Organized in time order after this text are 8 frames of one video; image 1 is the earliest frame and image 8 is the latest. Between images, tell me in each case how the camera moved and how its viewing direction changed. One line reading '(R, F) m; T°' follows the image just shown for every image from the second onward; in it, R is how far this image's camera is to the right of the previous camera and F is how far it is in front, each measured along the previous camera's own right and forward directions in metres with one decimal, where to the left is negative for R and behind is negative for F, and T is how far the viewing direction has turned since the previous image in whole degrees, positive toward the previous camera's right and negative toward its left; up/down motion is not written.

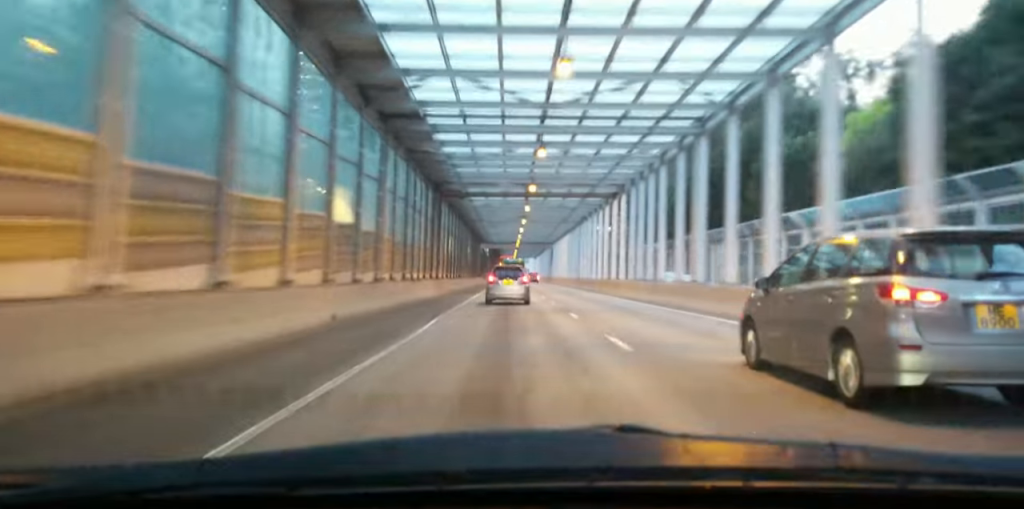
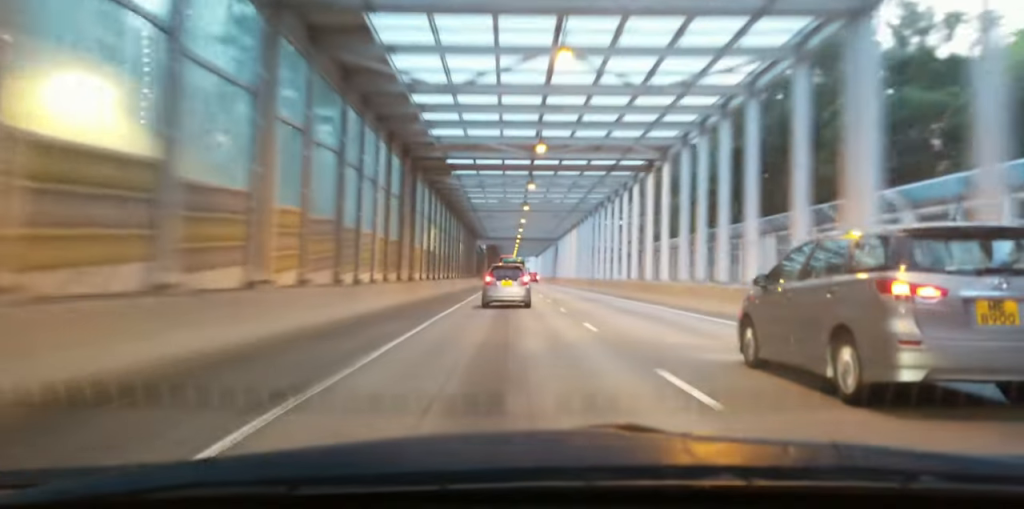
(-0.1, +13.8) m; 0°
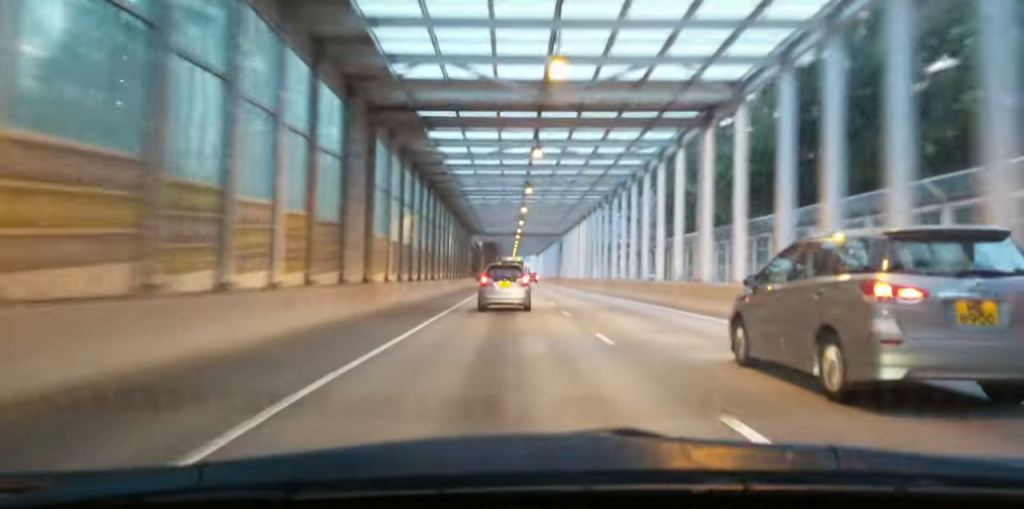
(0.0, +12.0) m; 0°
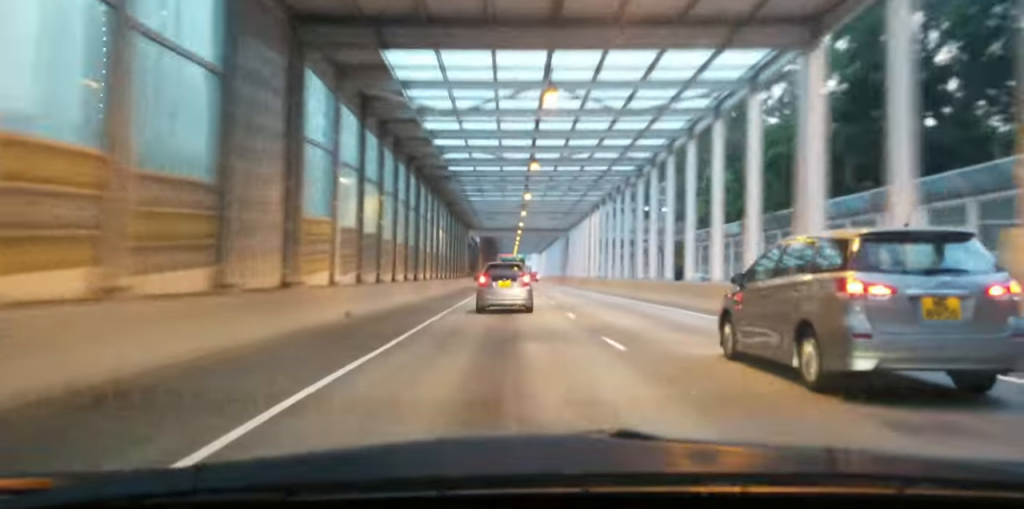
(0.0, +9.5) m; 0°
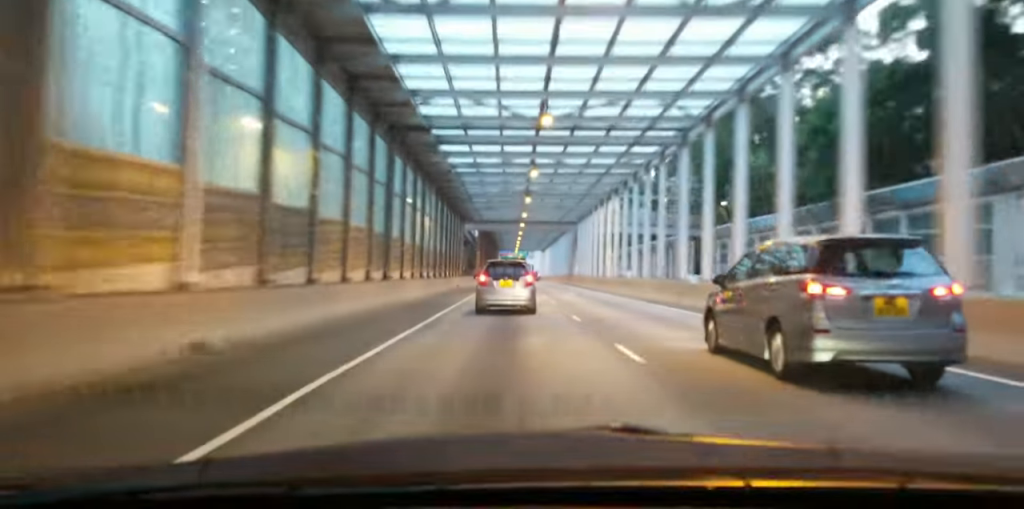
(0.0, +11.1) m; 0°
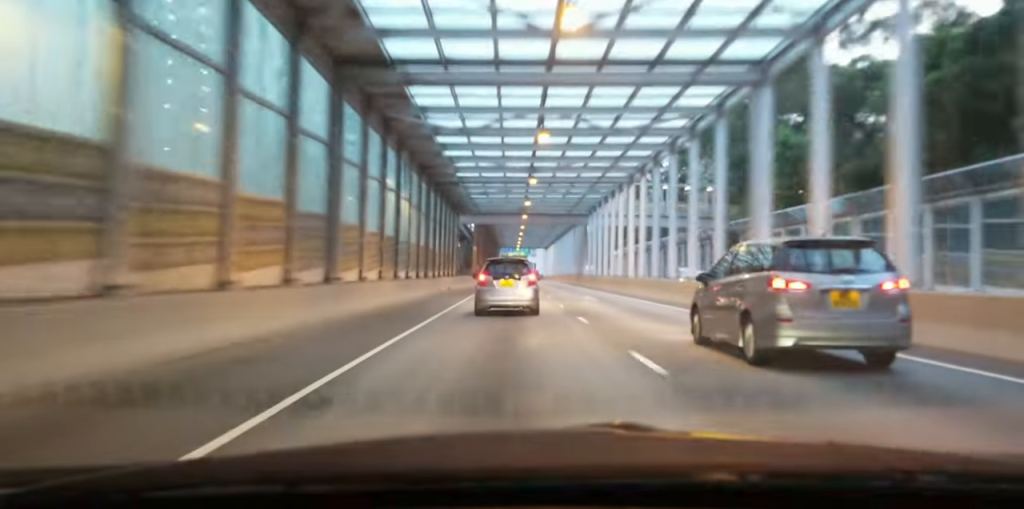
(0.0, +10.4) m; 0°
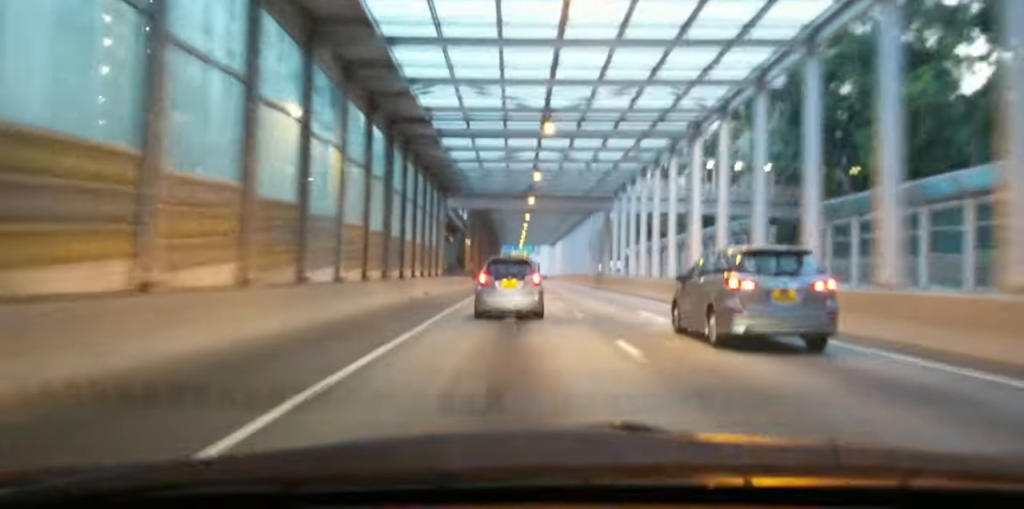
(0.0, +17.7) m; 0°
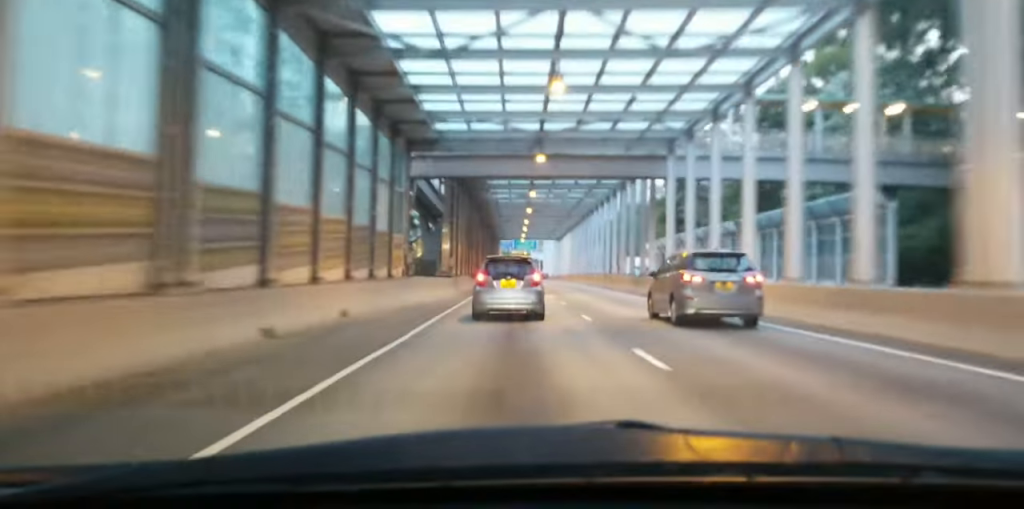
(+0.1, +24.2) m; 0°
